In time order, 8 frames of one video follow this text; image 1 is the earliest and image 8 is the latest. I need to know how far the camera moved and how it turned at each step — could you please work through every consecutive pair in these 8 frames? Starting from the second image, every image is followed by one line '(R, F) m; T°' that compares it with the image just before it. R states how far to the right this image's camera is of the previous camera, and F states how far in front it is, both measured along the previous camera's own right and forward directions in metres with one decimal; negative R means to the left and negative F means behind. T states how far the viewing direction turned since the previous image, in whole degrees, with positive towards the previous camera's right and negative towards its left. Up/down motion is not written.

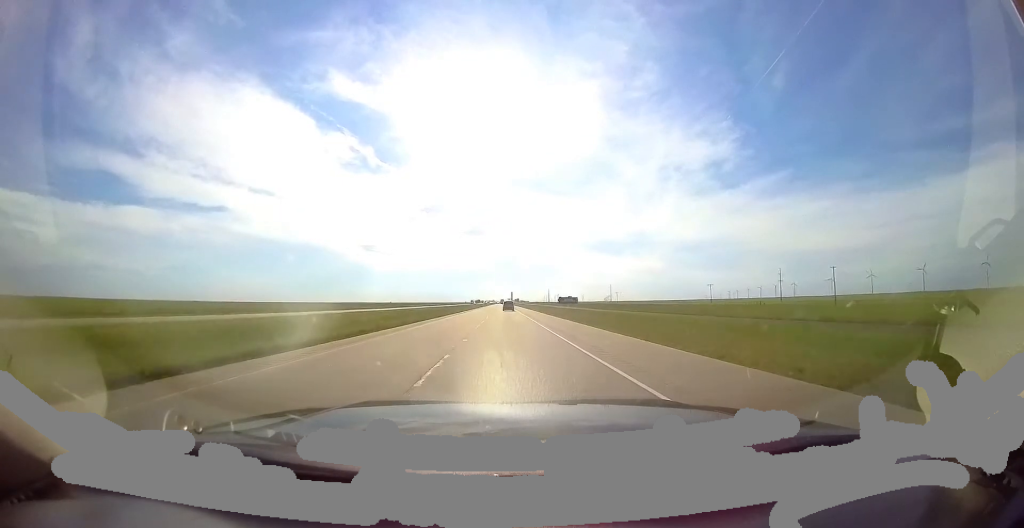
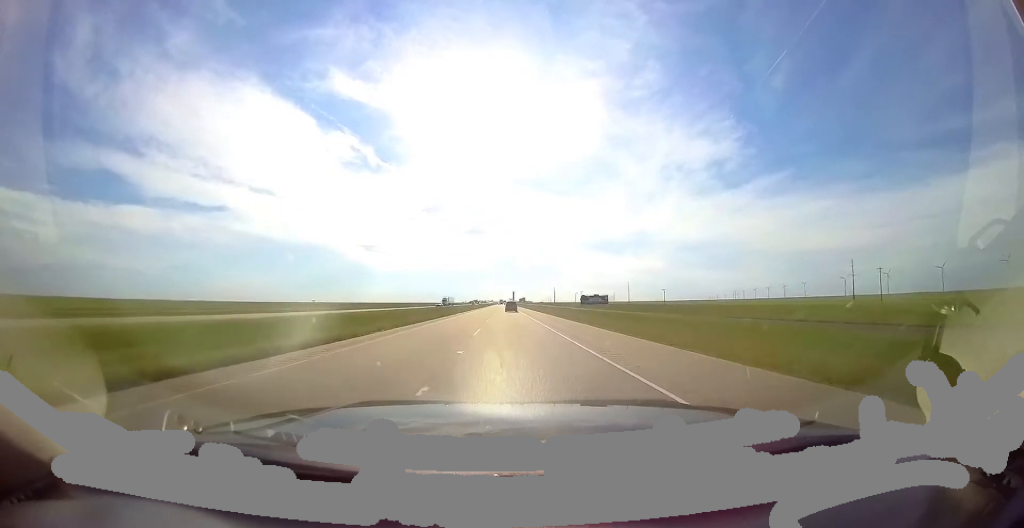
(+0.3, +76.0) m; 0°
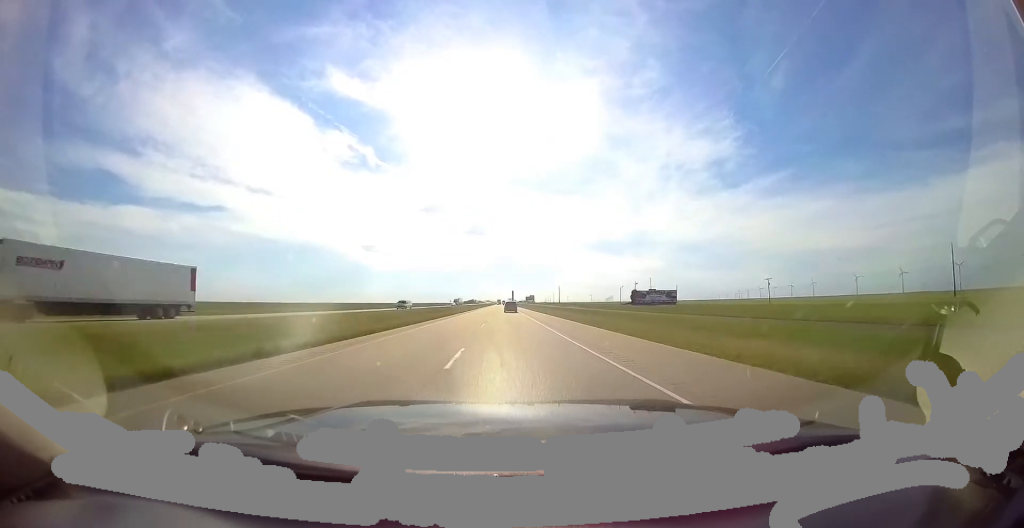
(0.0, +80.5) m; 0°
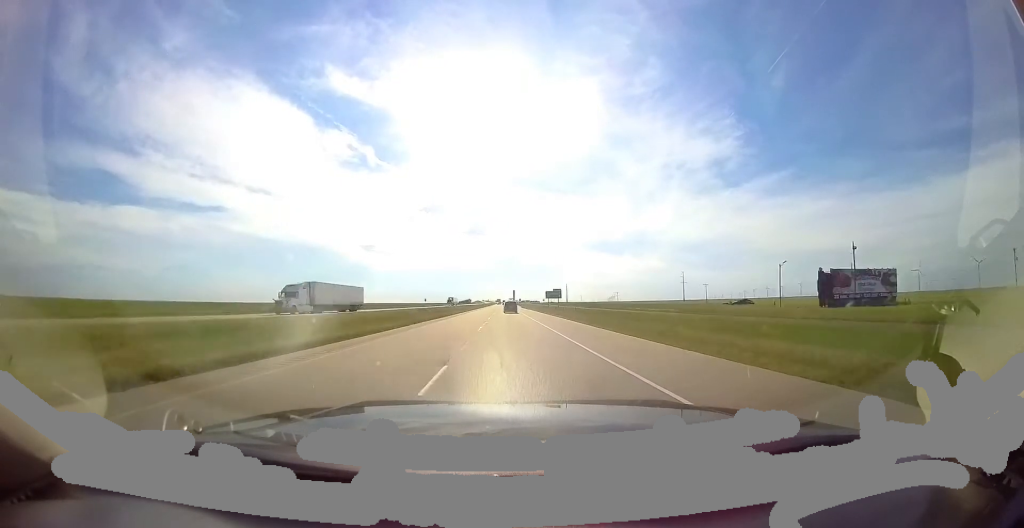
(-0.3, +77.7) m; 0°
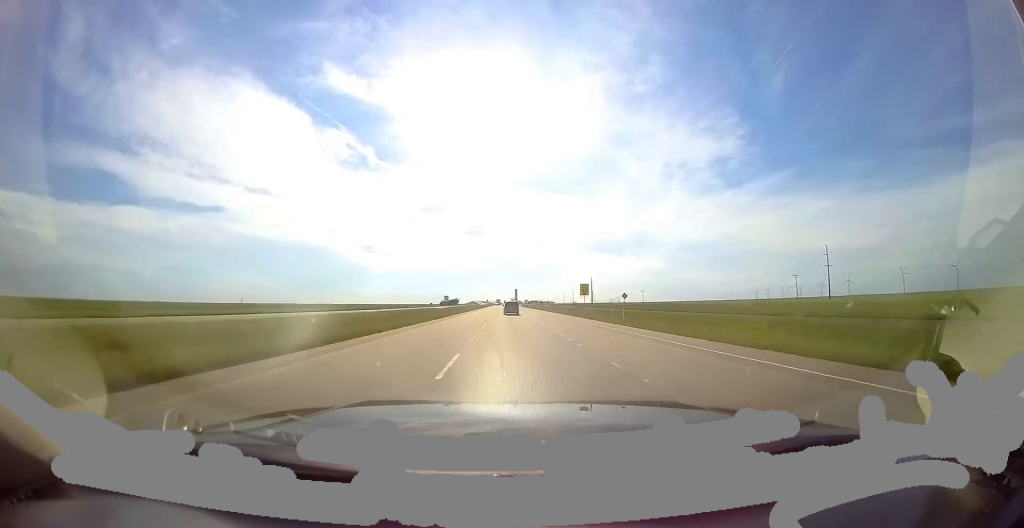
(-0.8, +170.2) m; 0°
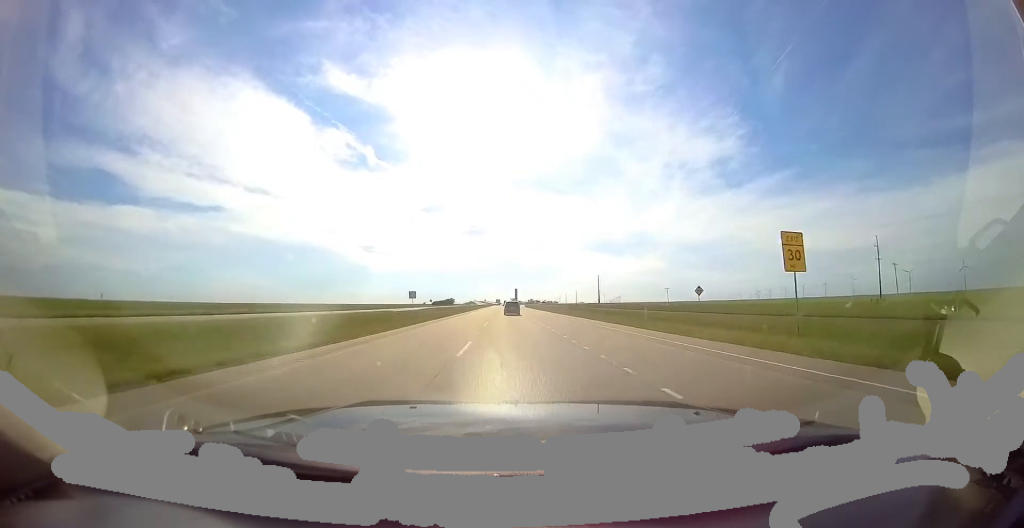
(+0.4, +34.3) m; 0°
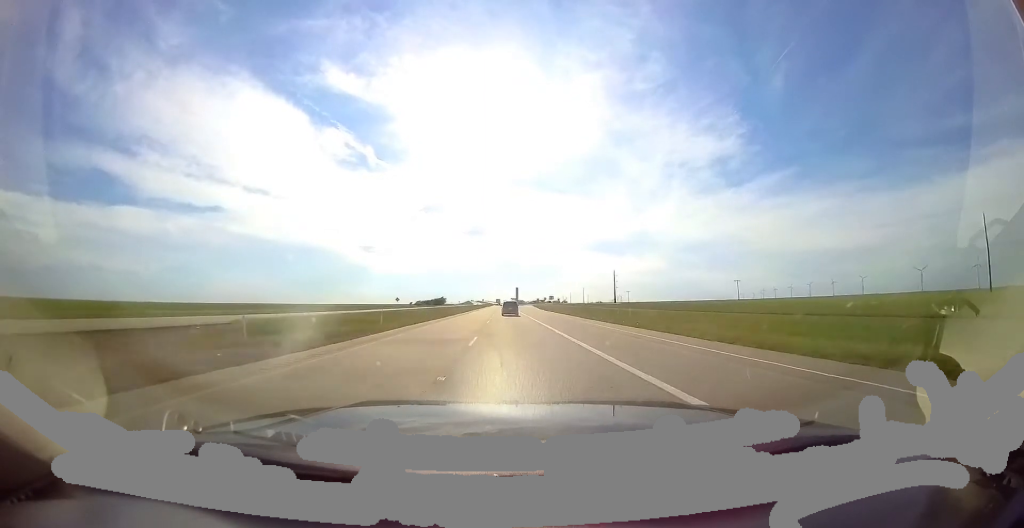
(+0.4, +58.8) m; 0°
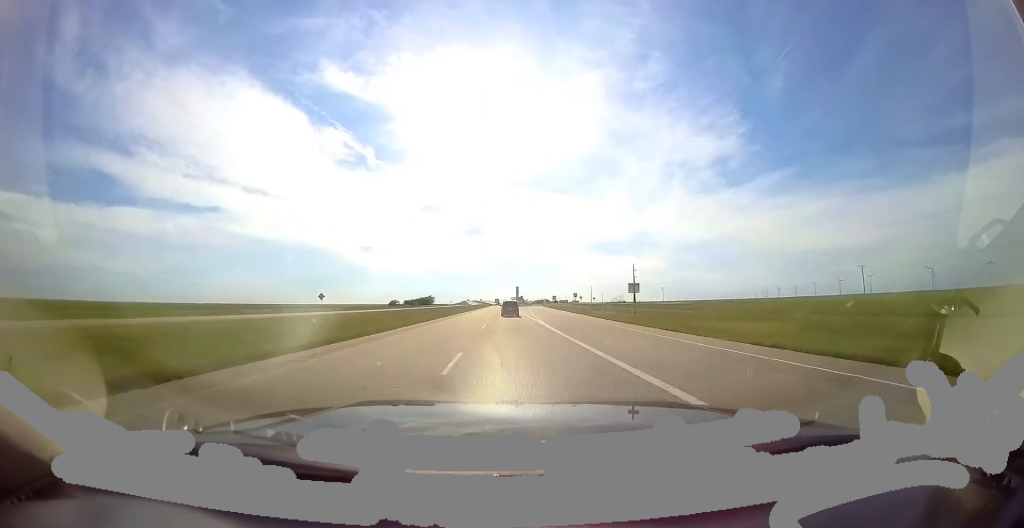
(+0.1, +54.1) m; 0°
